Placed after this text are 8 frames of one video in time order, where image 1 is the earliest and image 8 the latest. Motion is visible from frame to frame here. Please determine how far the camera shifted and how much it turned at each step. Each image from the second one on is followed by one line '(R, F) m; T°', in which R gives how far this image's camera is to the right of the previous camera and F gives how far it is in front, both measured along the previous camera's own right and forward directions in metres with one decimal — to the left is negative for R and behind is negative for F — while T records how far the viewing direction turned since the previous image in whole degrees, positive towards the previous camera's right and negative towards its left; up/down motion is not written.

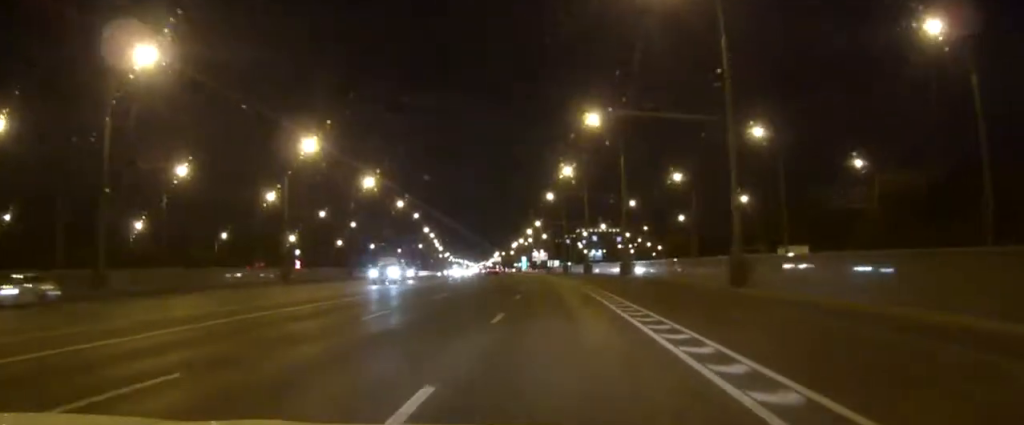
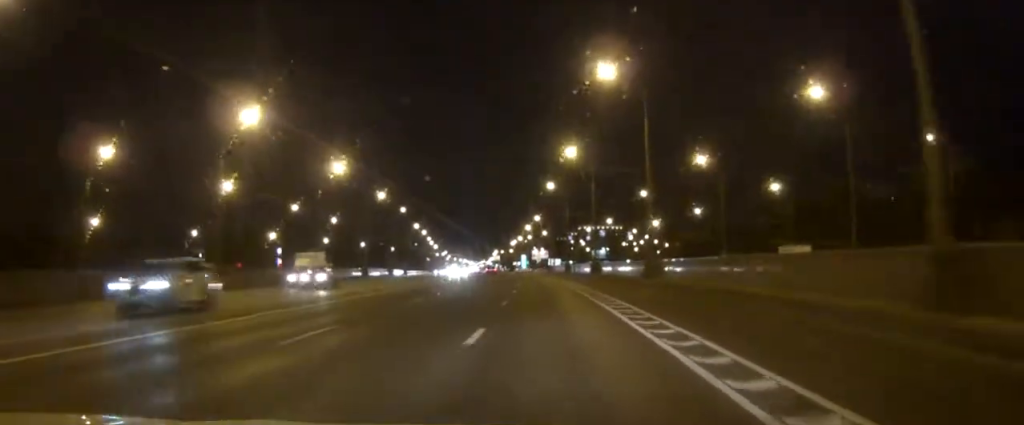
(-0.1, +16.5) m; 0°
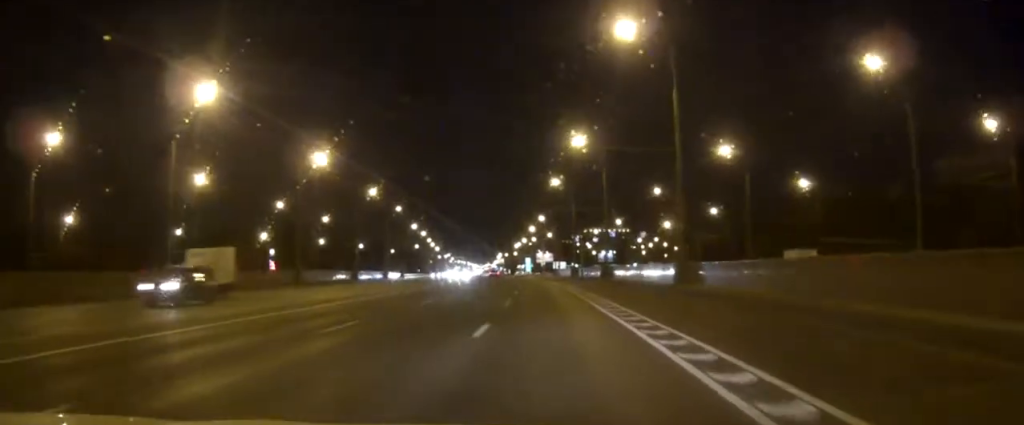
(0.0, +9.9) m; 0°
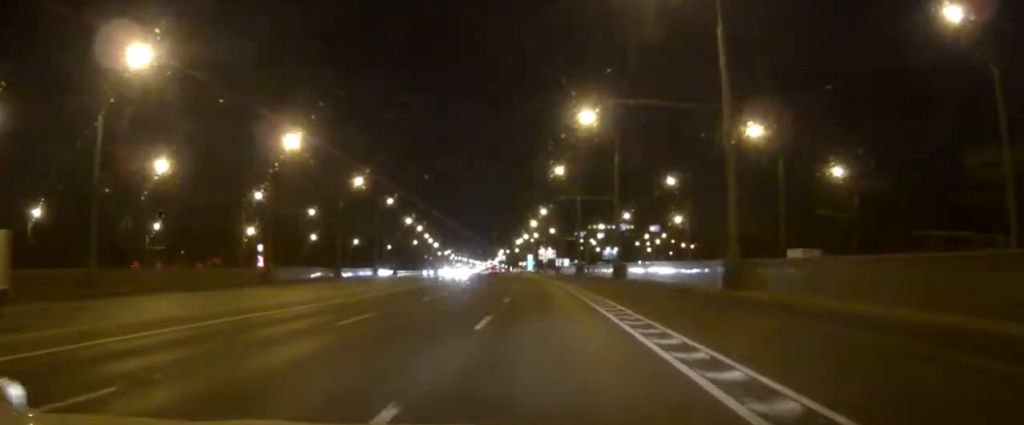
(0.0, +10.5) m; 0°
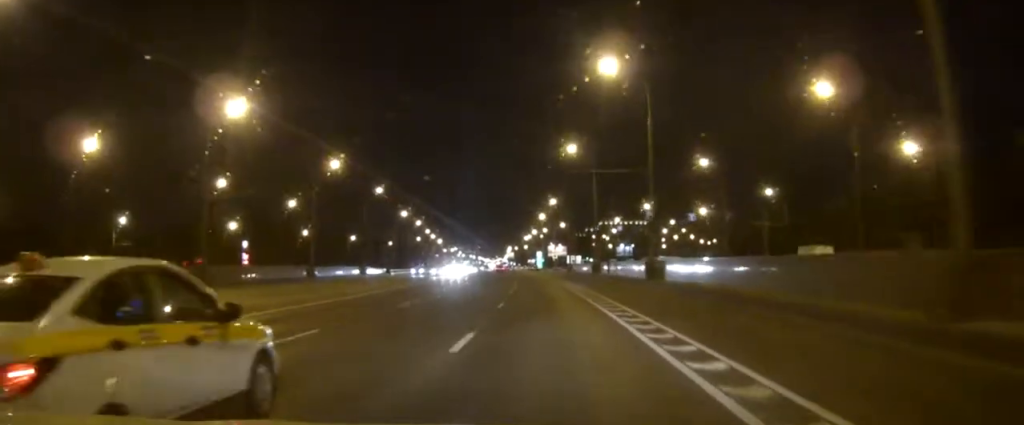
(-0.1, +16.1) m; -1°
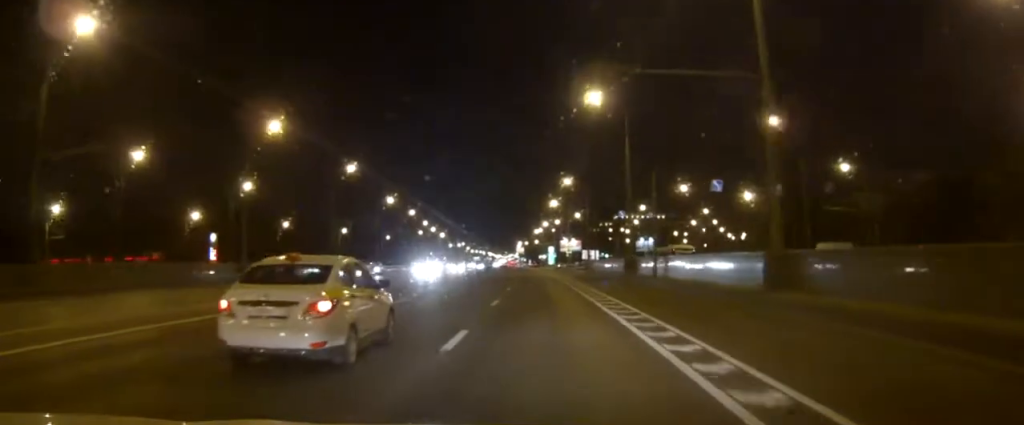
(-0.2, +24.3) m; -1°
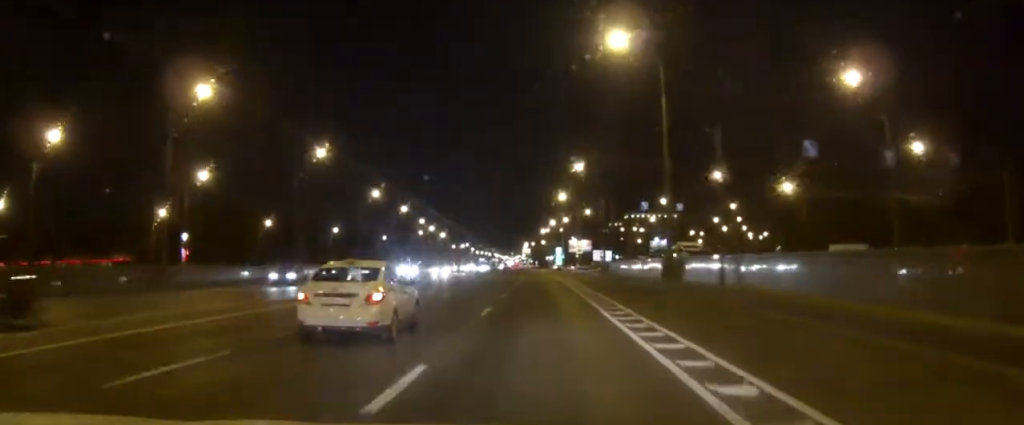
(-0.1, +16.4) m; -1°
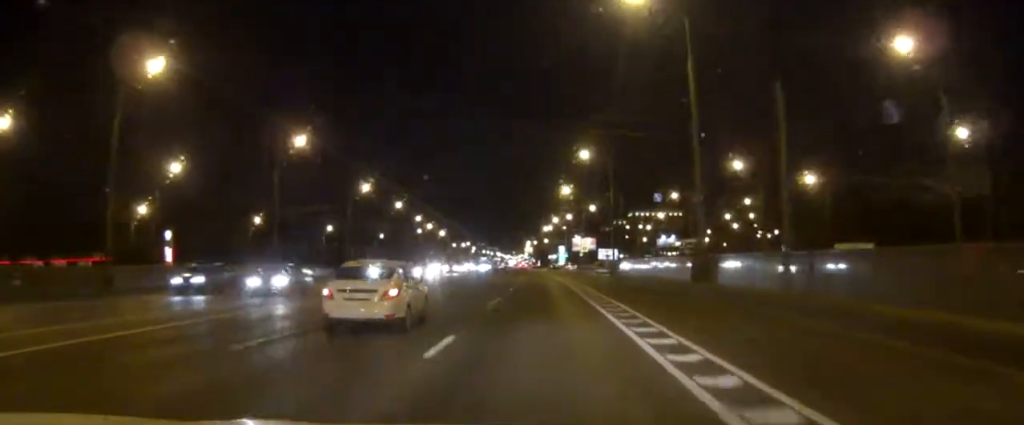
(0.0, +7.9) m; 0°
